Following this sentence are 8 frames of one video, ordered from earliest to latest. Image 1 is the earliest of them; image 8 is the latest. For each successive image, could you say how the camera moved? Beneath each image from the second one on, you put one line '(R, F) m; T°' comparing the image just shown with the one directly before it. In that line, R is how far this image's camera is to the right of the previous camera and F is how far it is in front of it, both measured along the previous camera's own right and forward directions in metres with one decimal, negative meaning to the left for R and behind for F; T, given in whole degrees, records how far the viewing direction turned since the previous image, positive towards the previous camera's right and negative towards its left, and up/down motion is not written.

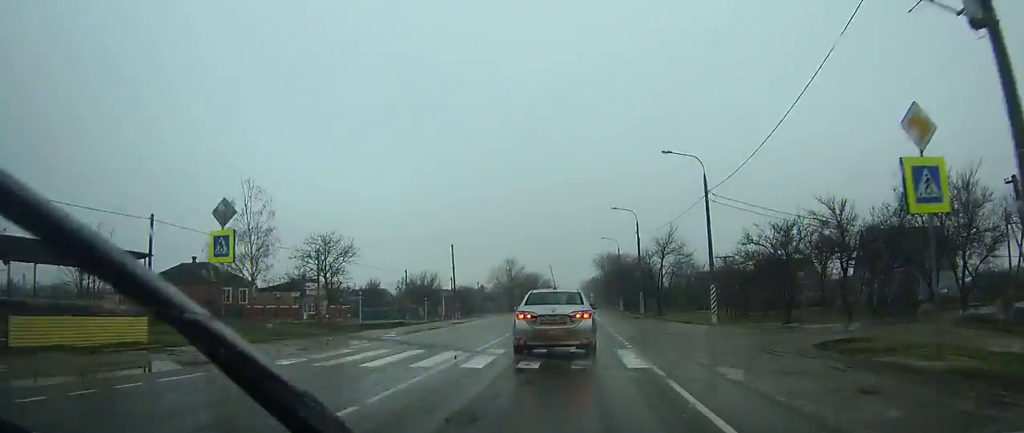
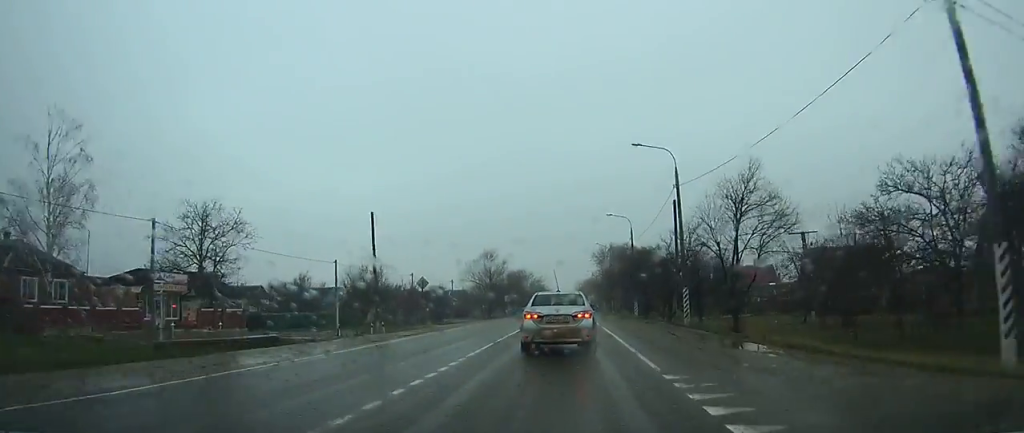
(-0.1, +26.5) m; 0°
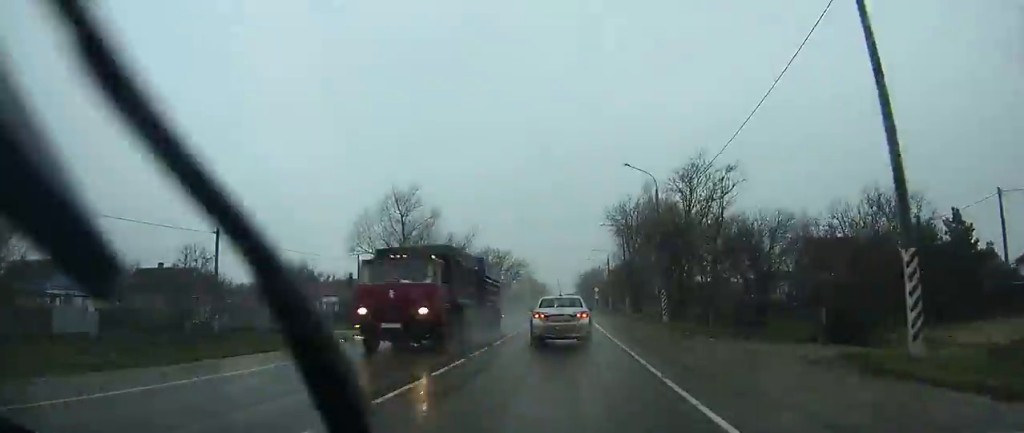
(0.0, +53.2) m; 0°
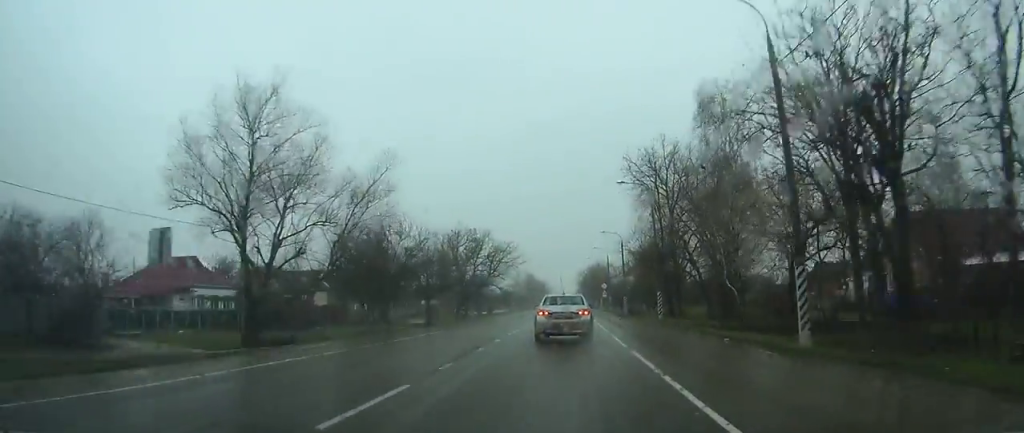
(0.0, +25.3) m; 0°
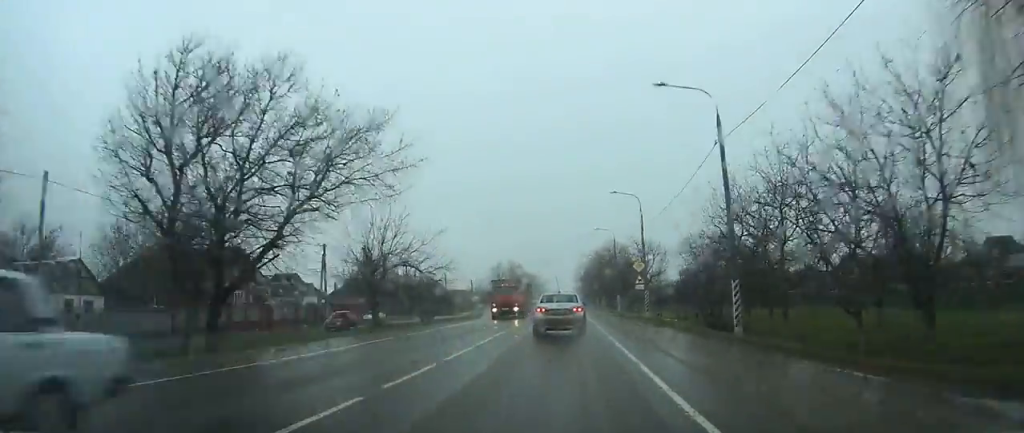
(+0.3, +52.0) m; 0°
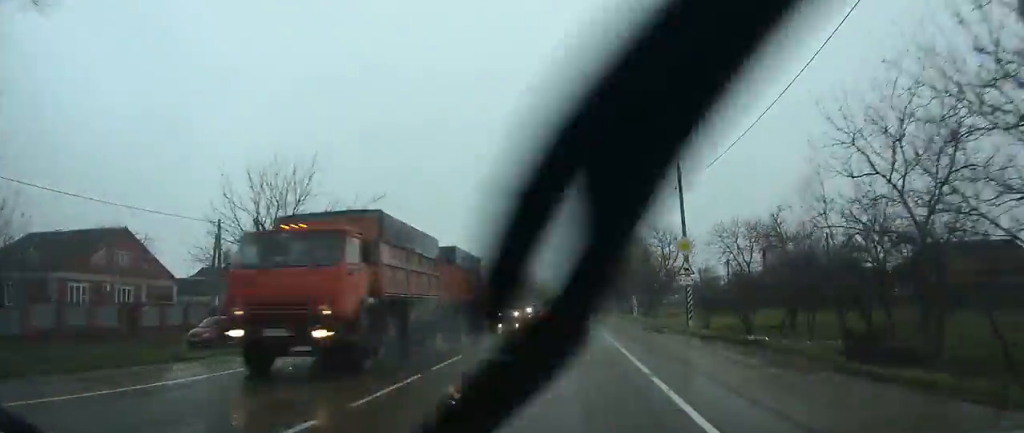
(0.0, +17.5) m; 0°
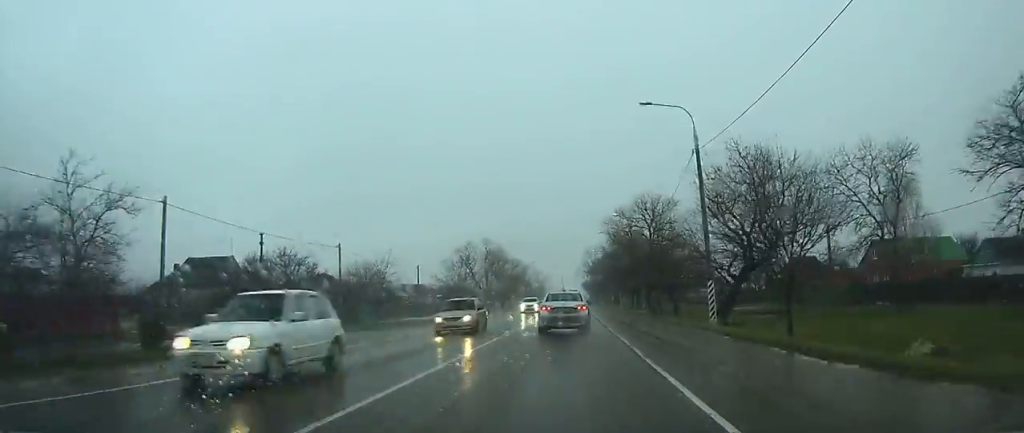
(-0.2, +33.1) m; 0°
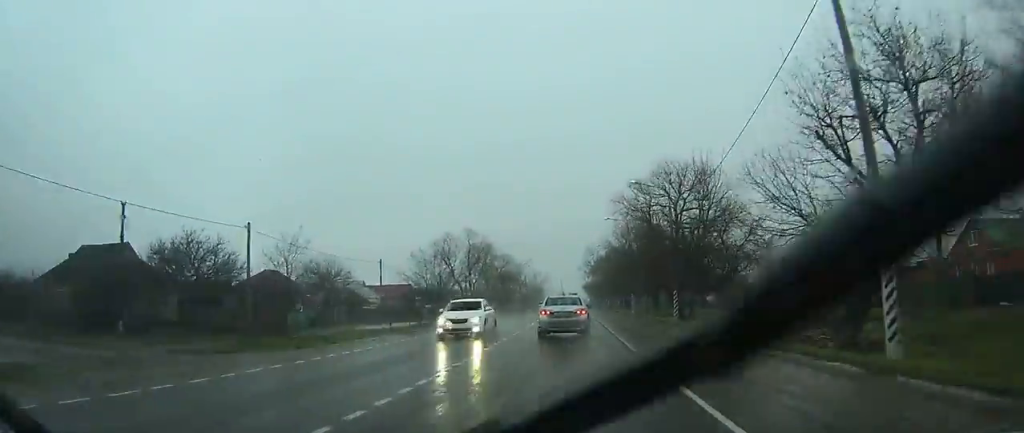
(0.0, +16.6) m; 0°
